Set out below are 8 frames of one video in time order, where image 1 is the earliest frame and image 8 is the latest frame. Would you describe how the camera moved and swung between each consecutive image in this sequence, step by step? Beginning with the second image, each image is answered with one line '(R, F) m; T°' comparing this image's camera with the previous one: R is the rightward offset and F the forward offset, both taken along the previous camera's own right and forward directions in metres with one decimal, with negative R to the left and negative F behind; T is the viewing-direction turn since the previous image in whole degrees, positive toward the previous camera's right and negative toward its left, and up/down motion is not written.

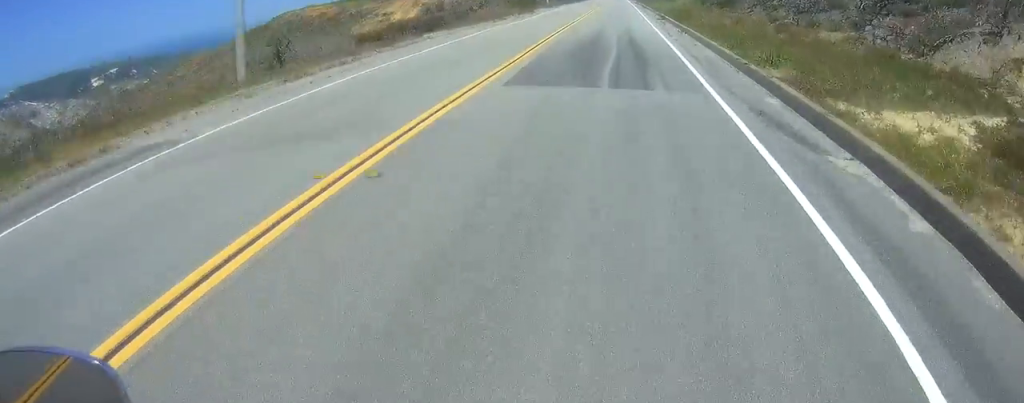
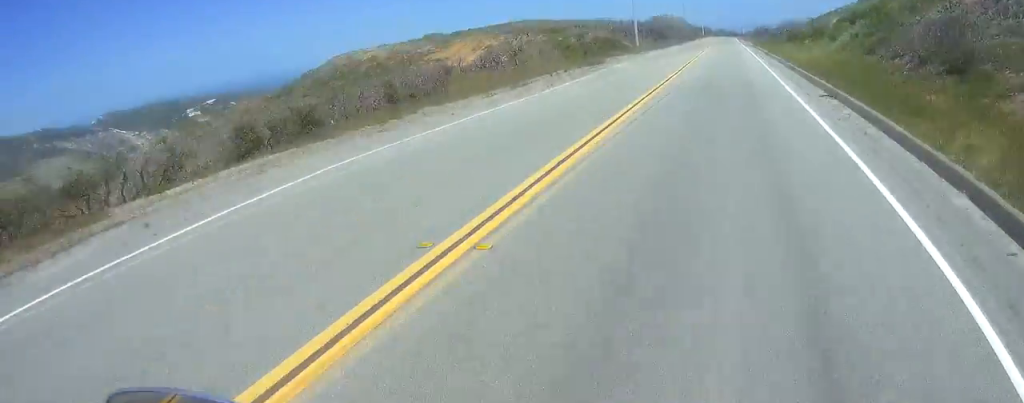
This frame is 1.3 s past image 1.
(0.0, +21.1) m; 0°
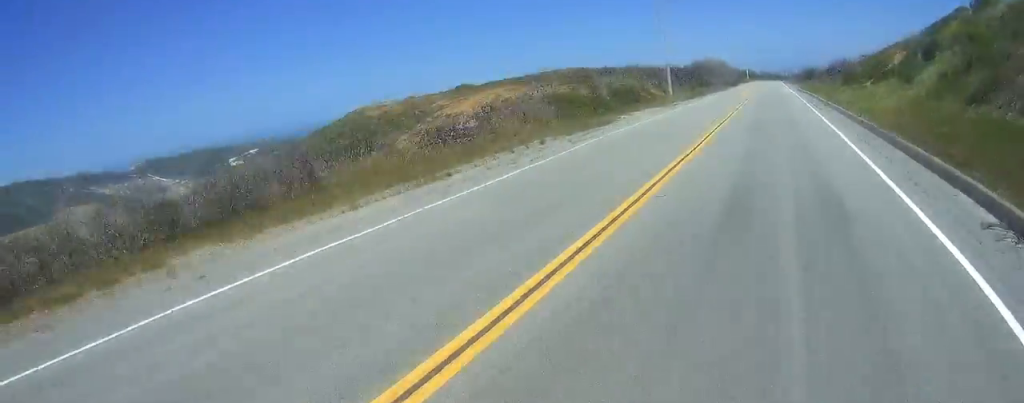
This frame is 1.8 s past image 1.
(0.0, +10.0) m; 0°
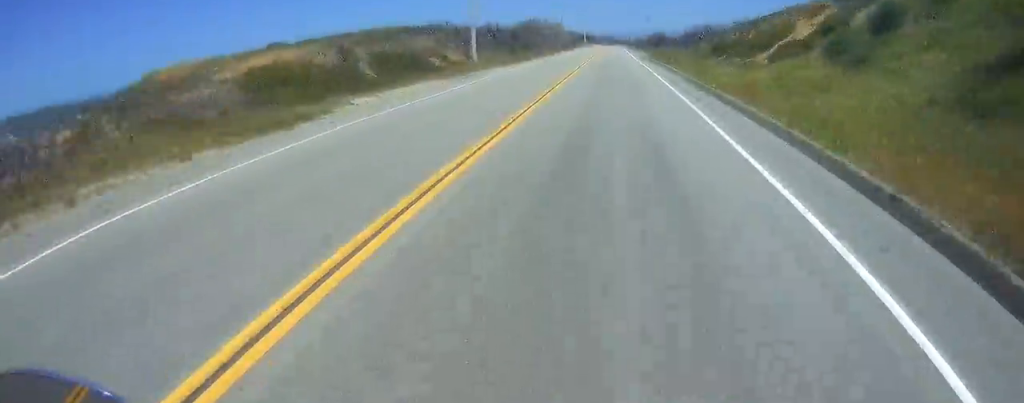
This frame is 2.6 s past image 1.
(0.0, +13.7) m; 0°
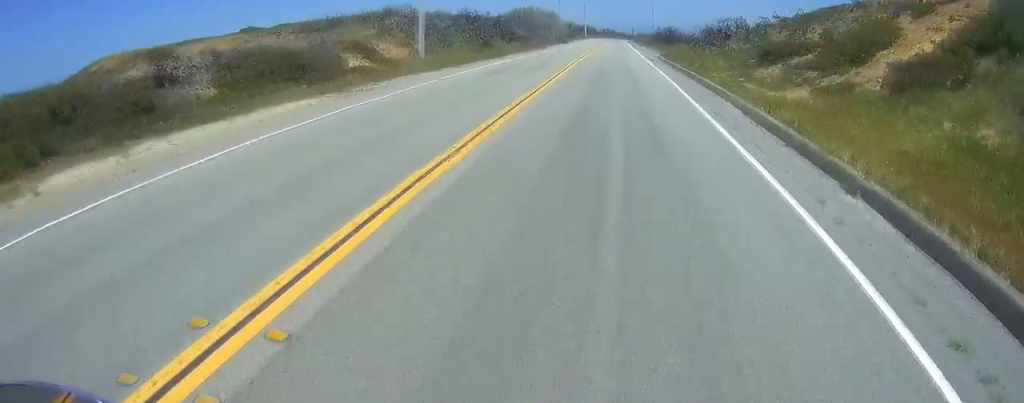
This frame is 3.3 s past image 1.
(0.0, +13.3) m; 0°
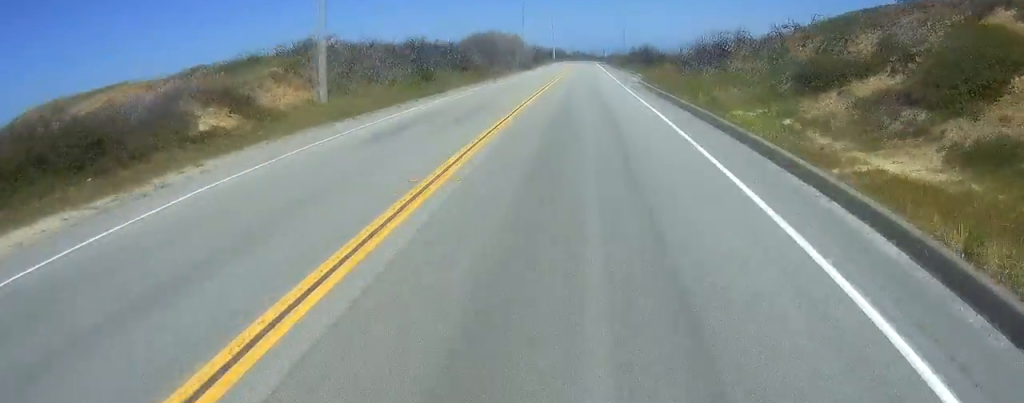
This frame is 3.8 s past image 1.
(0.0, +9.2) m; 0°
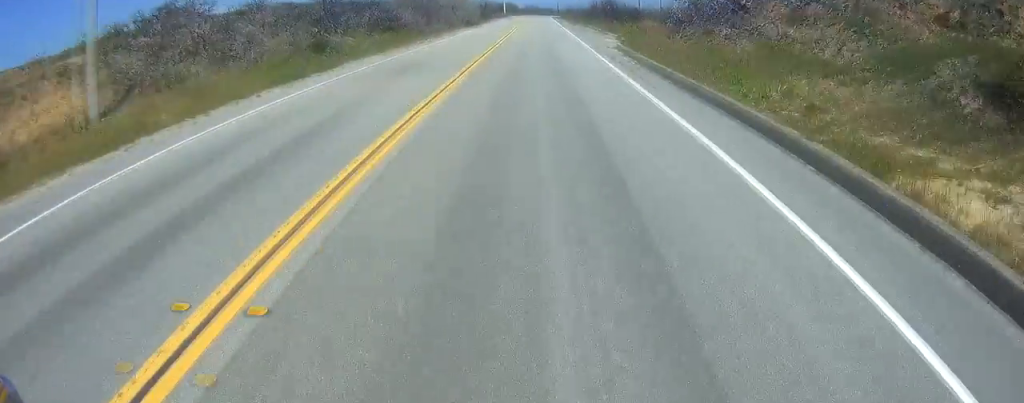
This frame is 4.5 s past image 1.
(0.0, +11.6) m; 0°
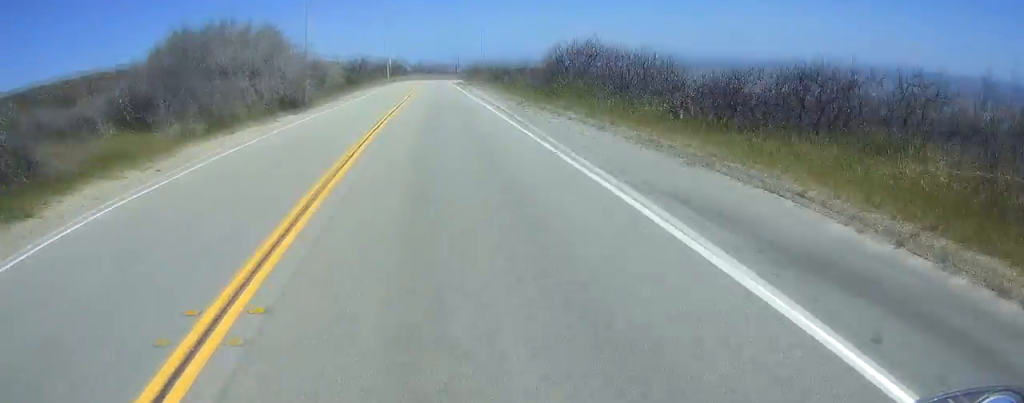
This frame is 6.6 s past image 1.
(-0.1, +40.4) m; 0°
